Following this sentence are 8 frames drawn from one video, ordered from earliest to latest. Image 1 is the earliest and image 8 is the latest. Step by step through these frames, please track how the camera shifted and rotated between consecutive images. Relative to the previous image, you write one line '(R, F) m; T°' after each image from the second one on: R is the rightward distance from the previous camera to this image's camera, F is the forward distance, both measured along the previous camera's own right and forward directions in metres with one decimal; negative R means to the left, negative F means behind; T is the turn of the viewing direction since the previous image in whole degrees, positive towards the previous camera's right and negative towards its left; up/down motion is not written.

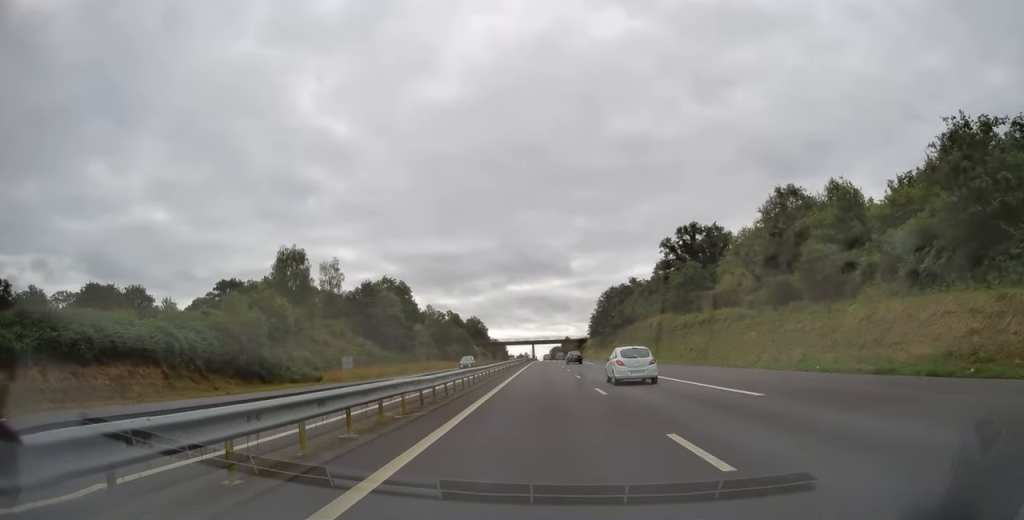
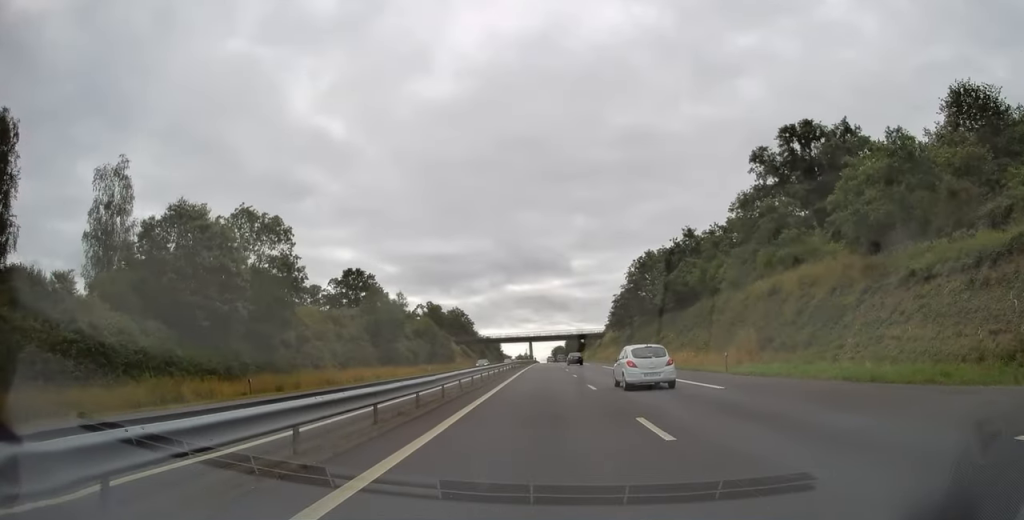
(0.0, +48.1) m; 0°
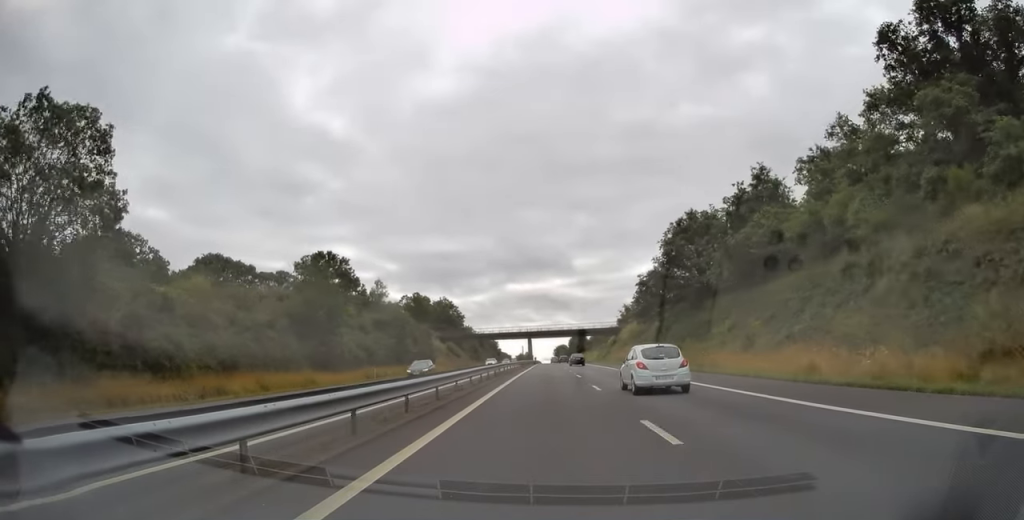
(0.0, +25.6) m; 0°
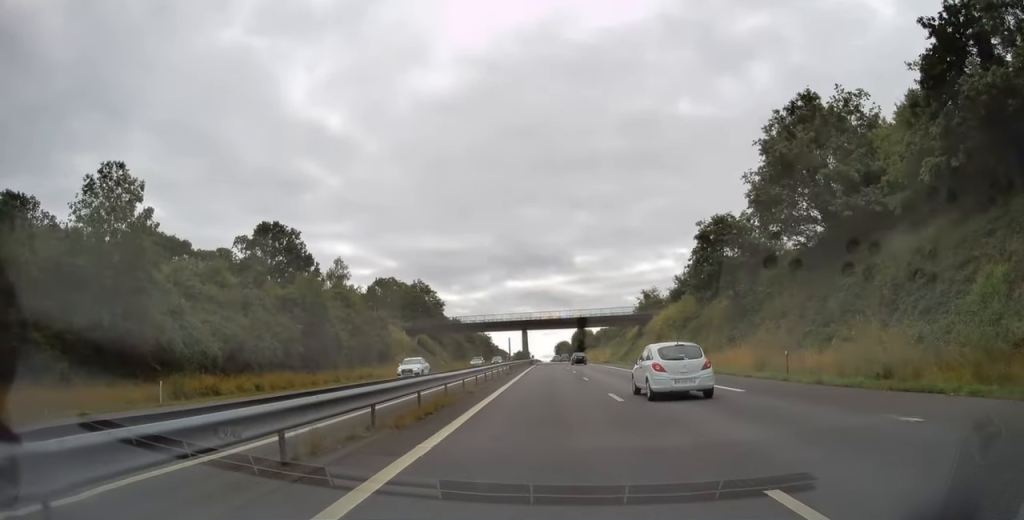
(0.0, +31.3) m; 0°
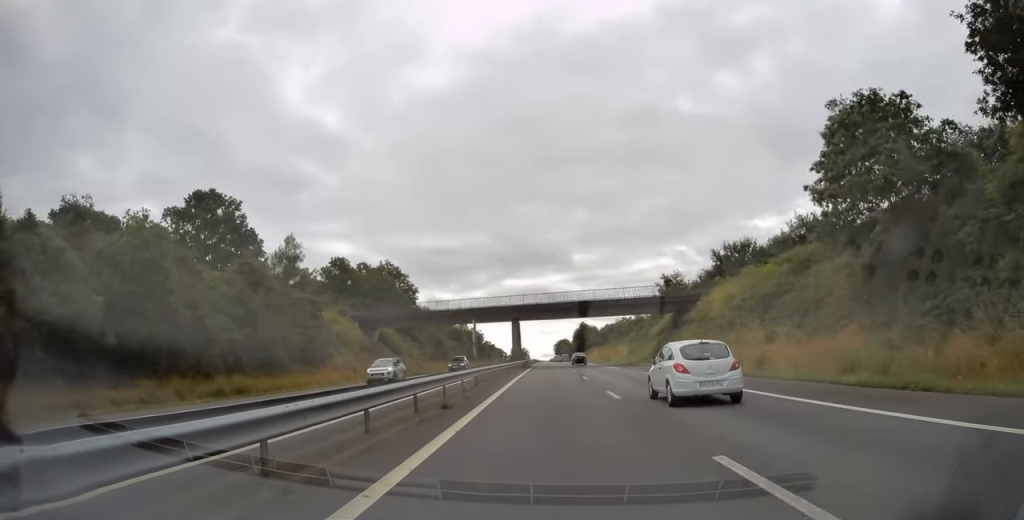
(0.0, +24.6) m; 0°
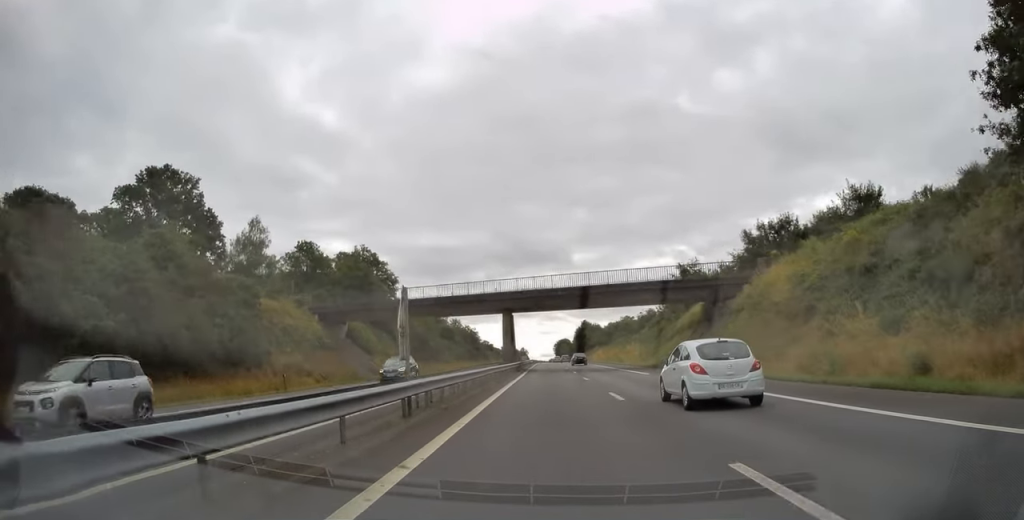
(0.0, +13.3) m; 0°
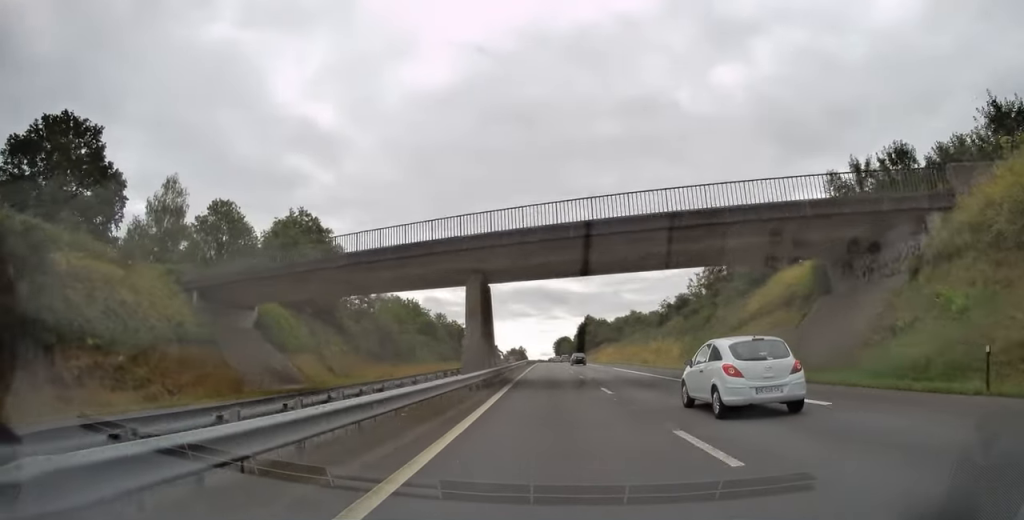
(0.0, +22.6) m; 0°
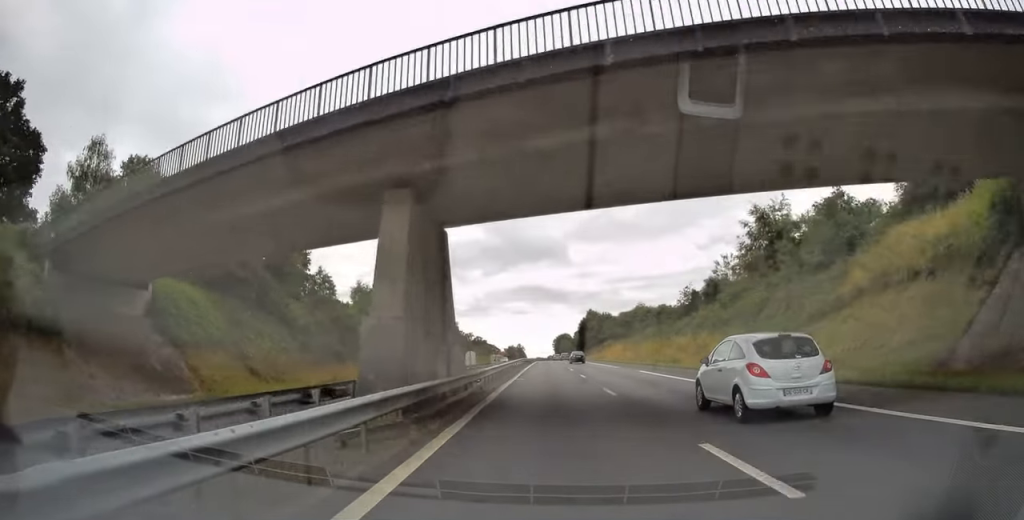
(0.0, +14.4) m; 0°
